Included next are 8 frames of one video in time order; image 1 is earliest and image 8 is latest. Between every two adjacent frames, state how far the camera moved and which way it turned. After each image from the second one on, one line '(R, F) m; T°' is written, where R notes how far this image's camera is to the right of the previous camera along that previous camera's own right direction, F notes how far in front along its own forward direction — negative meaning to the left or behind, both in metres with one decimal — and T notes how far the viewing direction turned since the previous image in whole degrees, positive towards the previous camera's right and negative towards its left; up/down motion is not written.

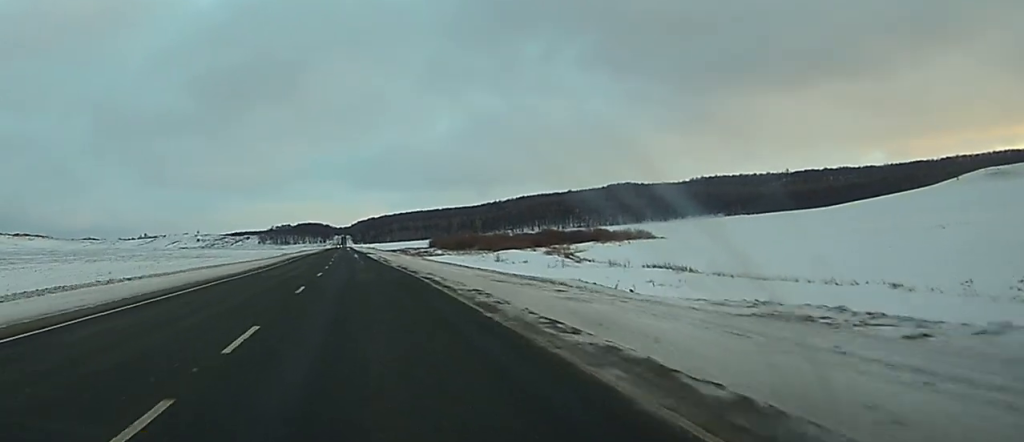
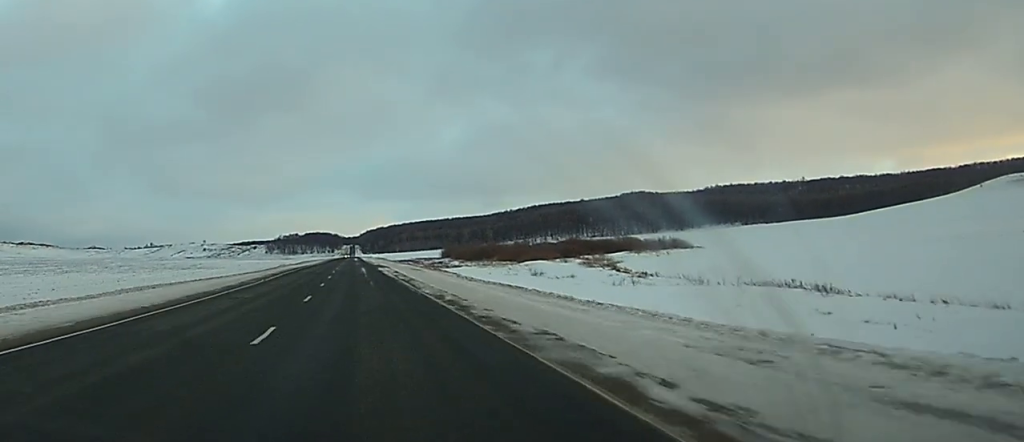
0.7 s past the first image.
(-0.1, +21.2) m; -1°
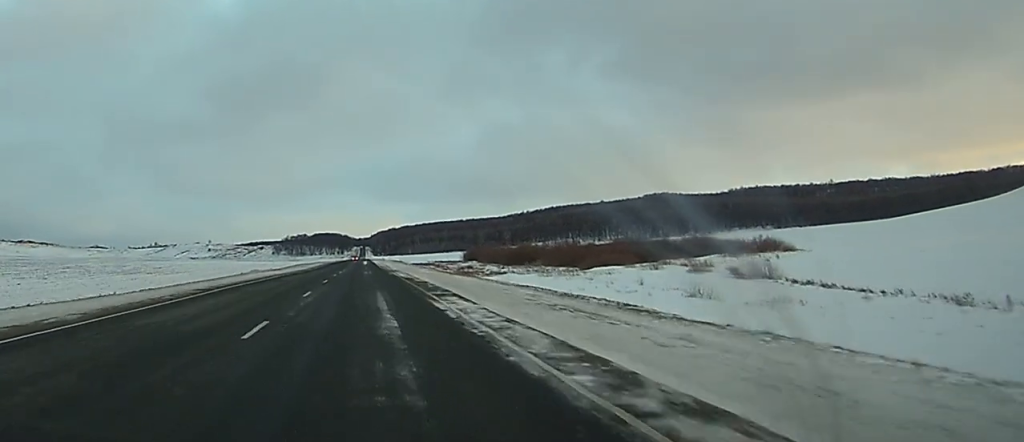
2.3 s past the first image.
(-0.6, +47.7) m; -1°
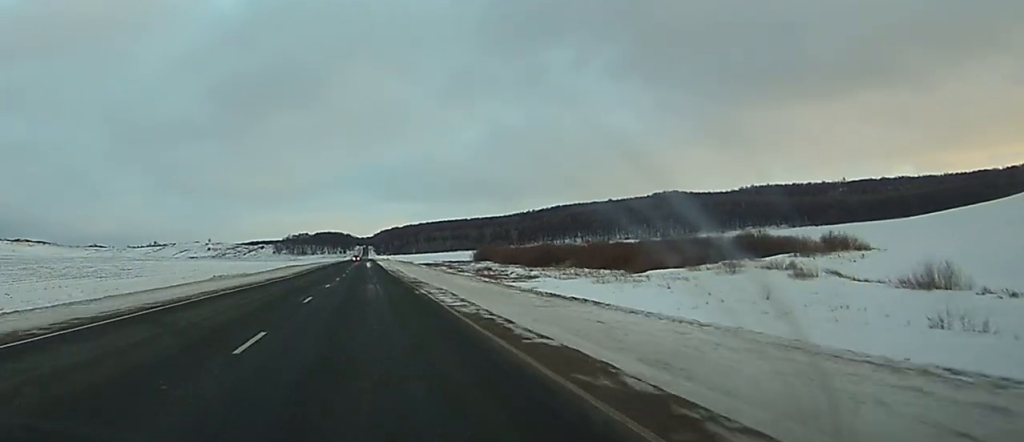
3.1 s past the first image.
(-0.1, +25.5) m; 0°
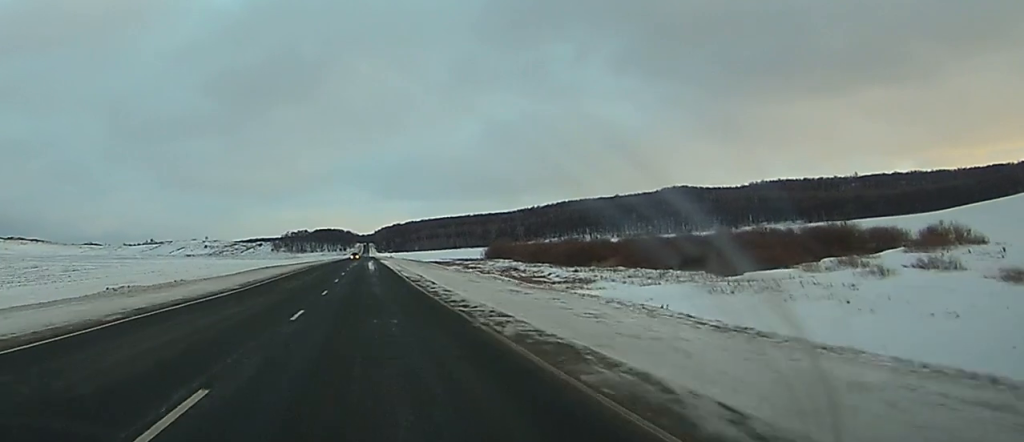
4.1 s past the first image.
(-0.1, +29.6) m; 0°
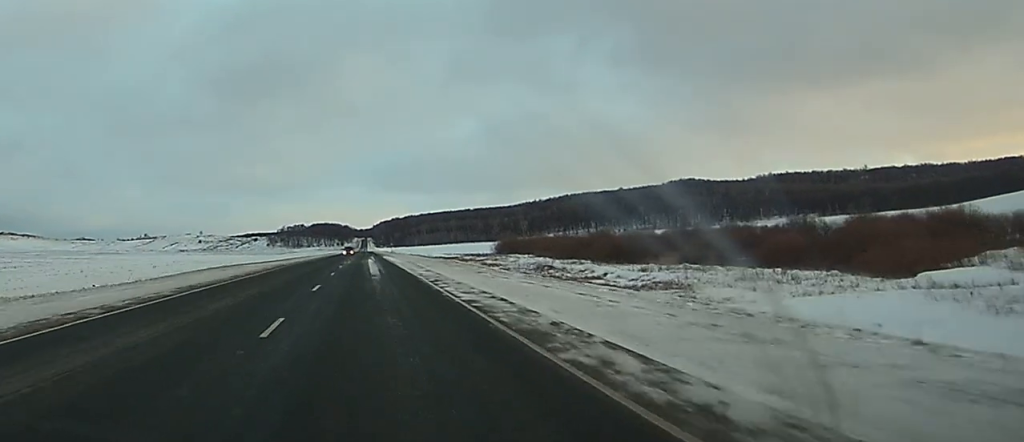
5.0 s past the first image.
(-0.1, +28.6) m; 0°
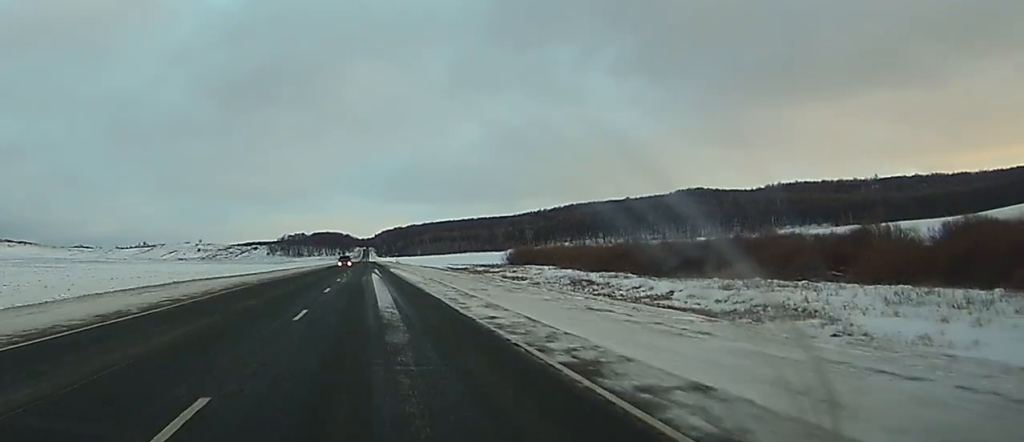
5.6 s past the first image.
(0.0, +19.4) m; 0°
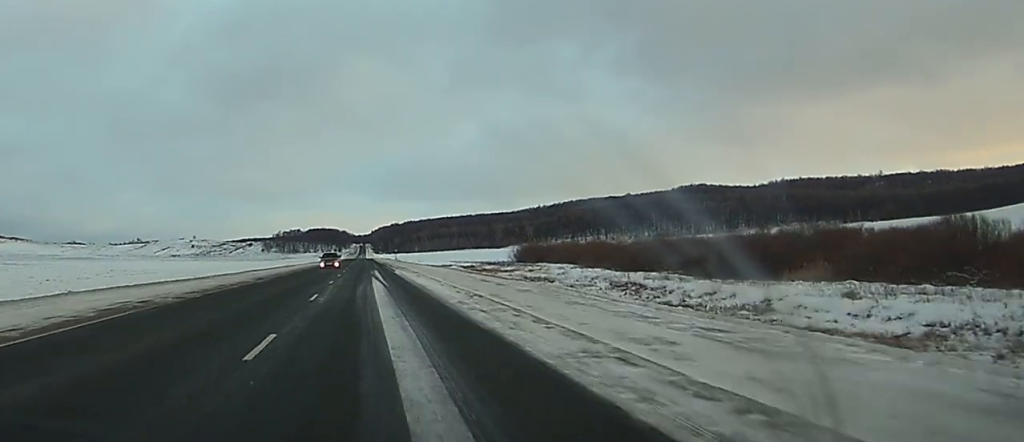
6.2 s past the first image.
(0.0, +18.3) m; 0°
